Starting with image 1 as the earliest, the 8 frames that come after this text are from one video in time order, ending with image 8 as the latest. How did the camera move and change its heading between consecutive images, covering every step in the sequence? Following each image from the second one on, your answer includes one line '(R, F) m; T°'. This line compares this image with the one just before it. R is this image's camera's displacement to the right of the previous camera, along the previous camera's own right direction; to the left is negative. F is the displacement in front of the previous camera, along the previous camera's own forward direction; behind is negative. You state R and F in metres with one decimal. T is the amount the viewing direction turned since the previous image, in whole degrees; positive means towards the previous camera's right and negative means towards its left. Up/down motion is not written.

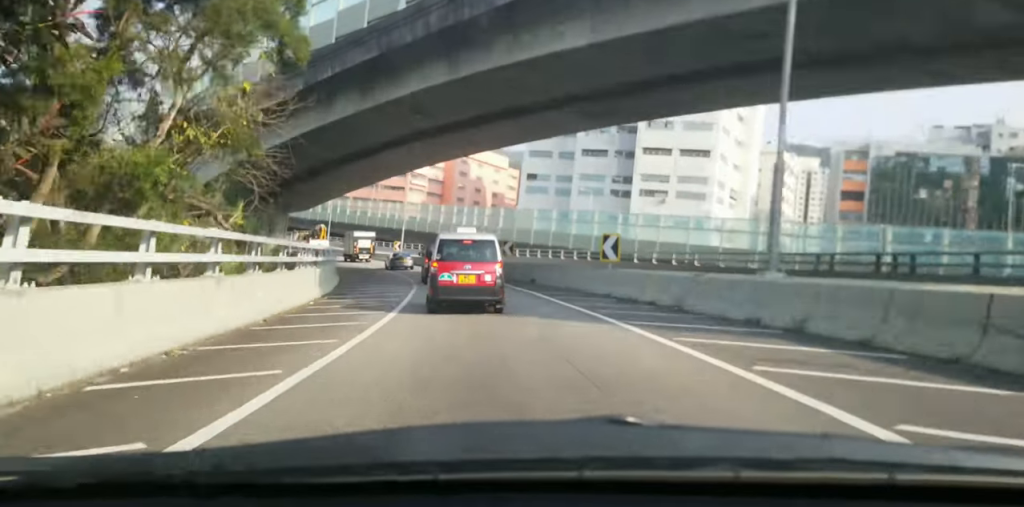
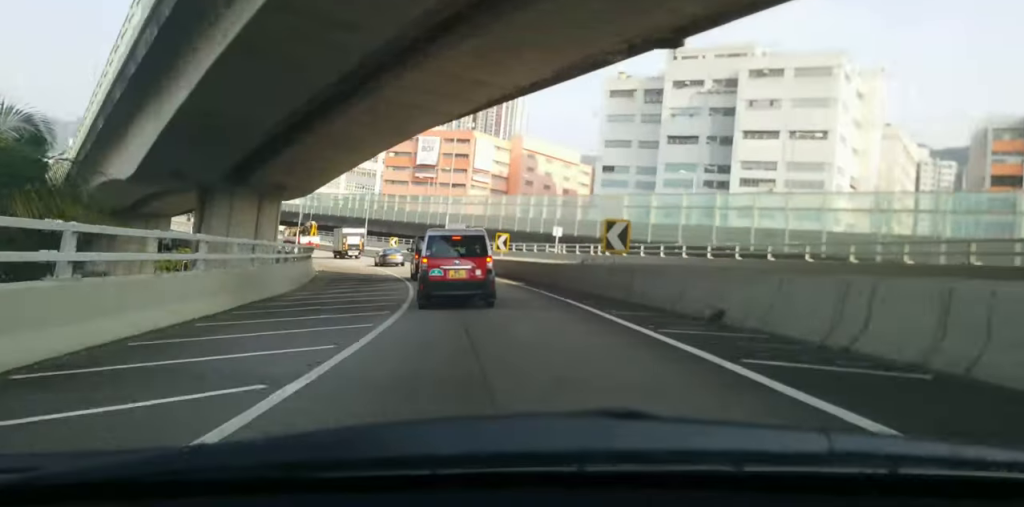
(-1.3, +24.6) m; -7°
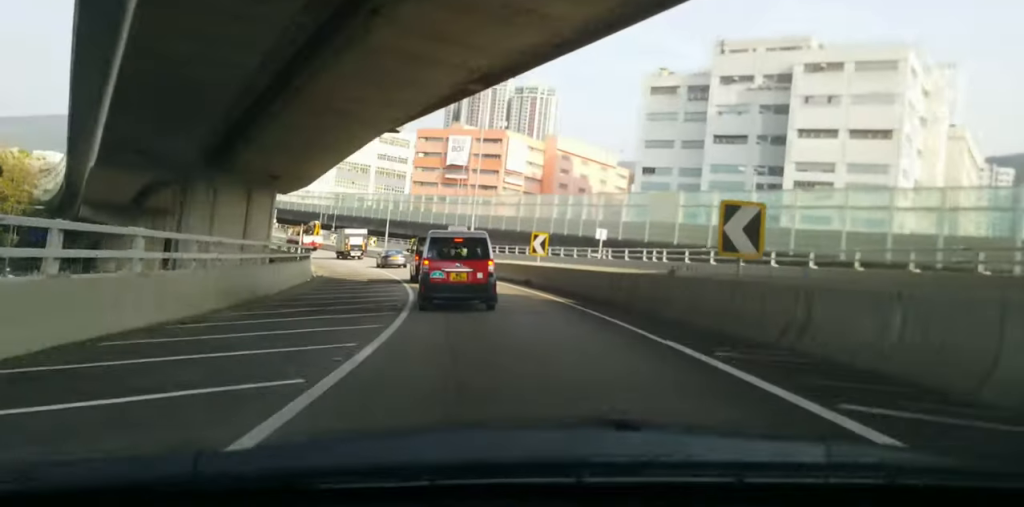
(-0.4, +9.5) m; -1°
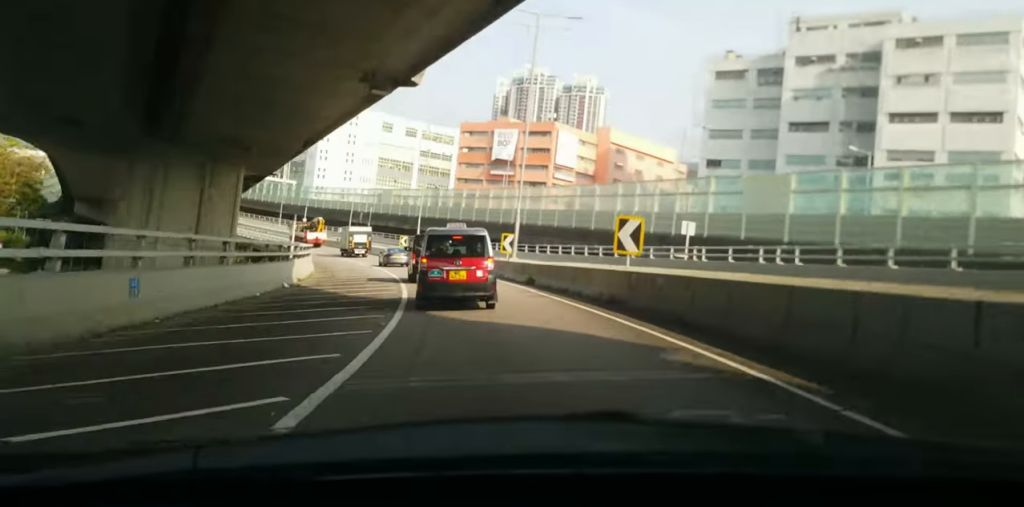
(-0.4, +13.5) m; -1°
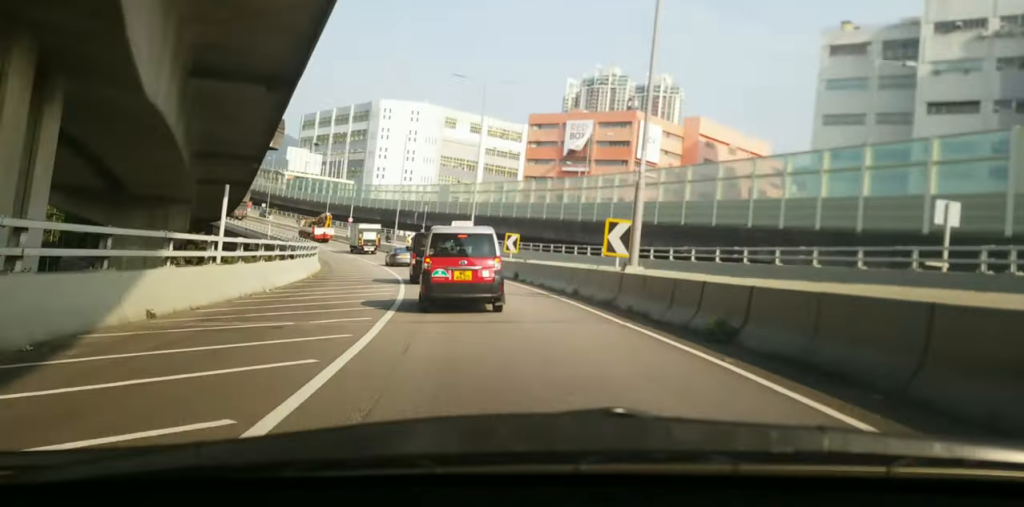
(+0.1, +20.2) m; -2°
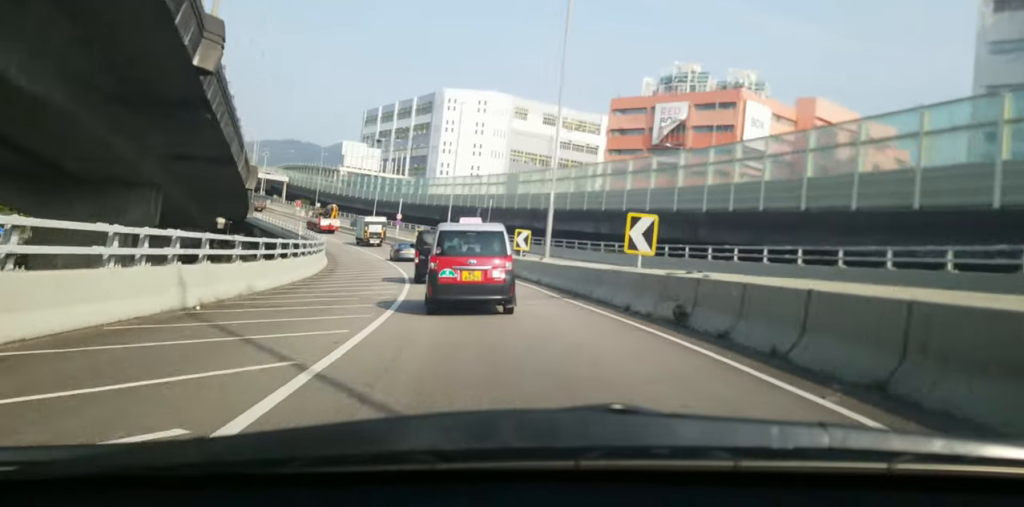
(-1.0, +22.2) m; -7°
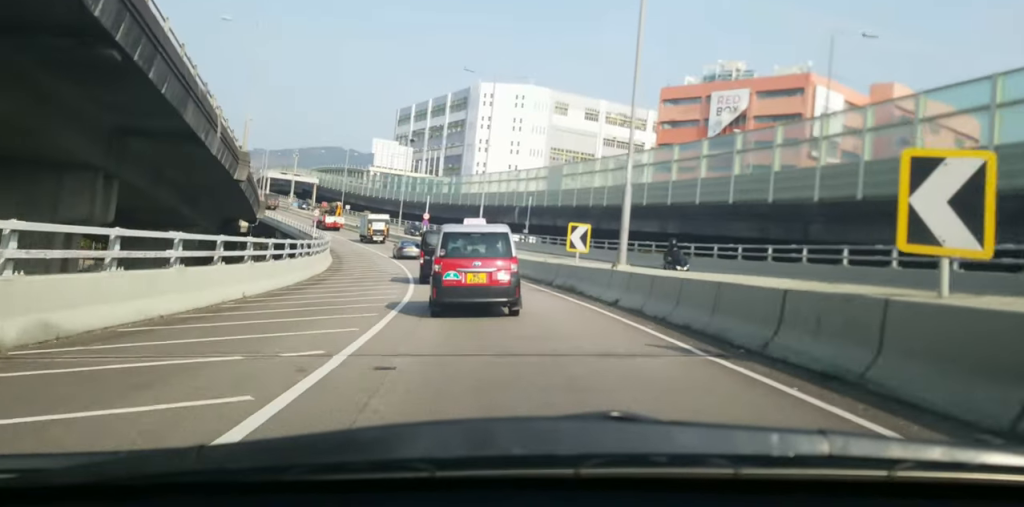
(-0.1, +12.1) m; -6°
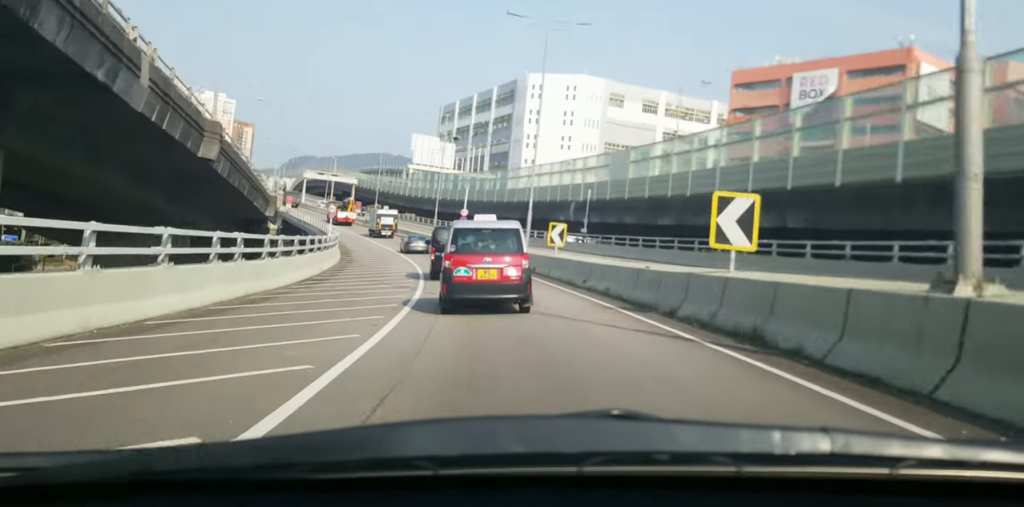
(-1.2, +13.5) m; -9°
